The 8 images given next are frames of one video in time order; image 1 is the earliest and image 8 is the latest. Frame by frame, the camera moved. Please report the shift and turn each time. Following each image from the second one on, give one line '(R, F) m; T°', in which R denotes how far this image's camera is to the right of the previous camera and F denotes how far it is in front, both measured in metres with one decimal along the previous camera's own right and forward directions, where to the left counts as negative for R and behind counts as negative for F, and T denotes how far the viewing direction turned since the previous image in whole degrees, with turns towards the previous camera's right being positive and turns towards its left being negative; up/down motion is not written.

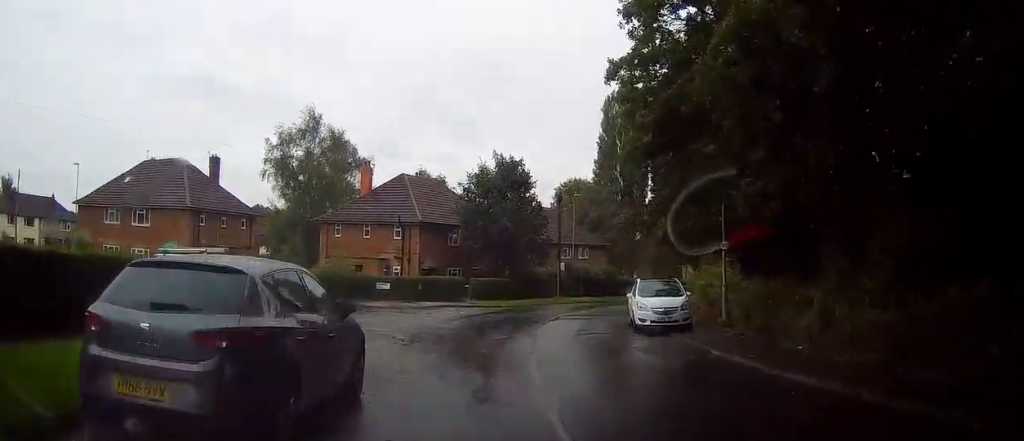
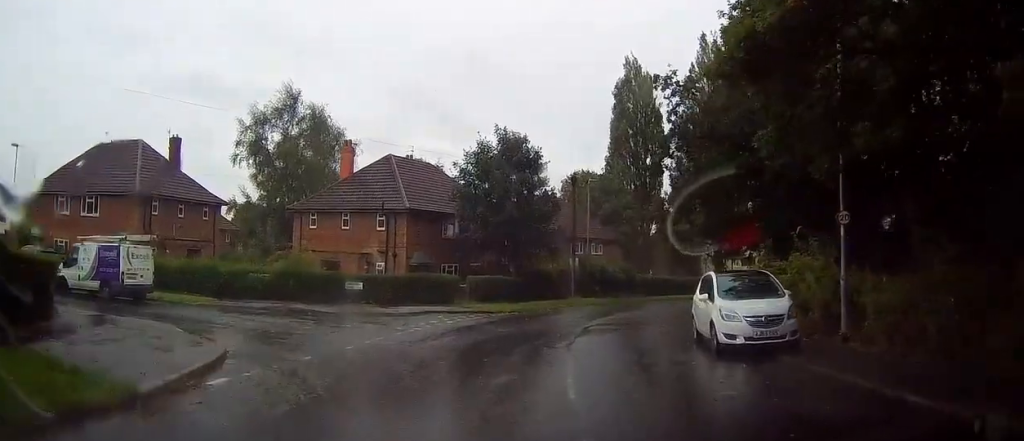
(+0.2, +7.6) m; +2°
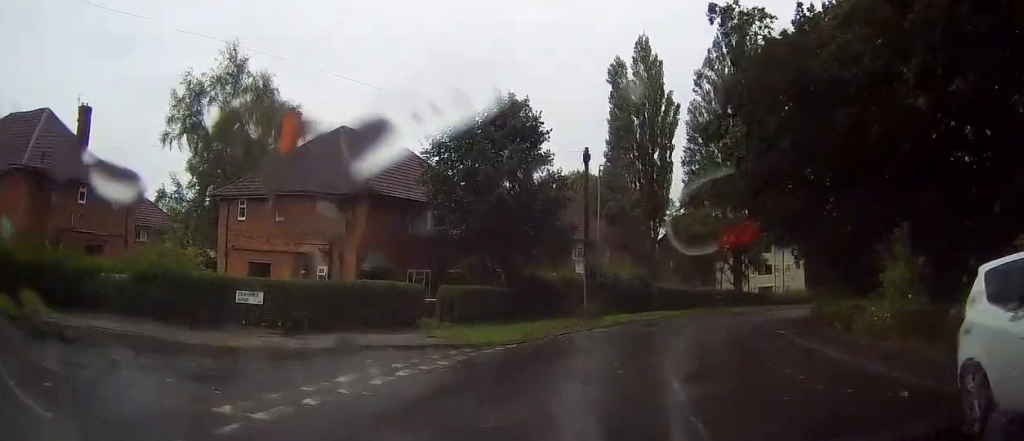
(0.0, +10.1) m; 0°
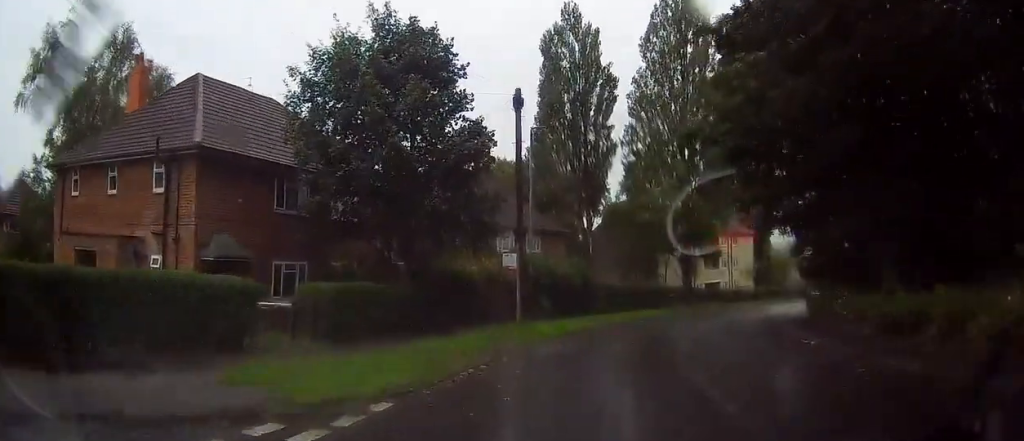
(+0.1, +8.3) m; +5°
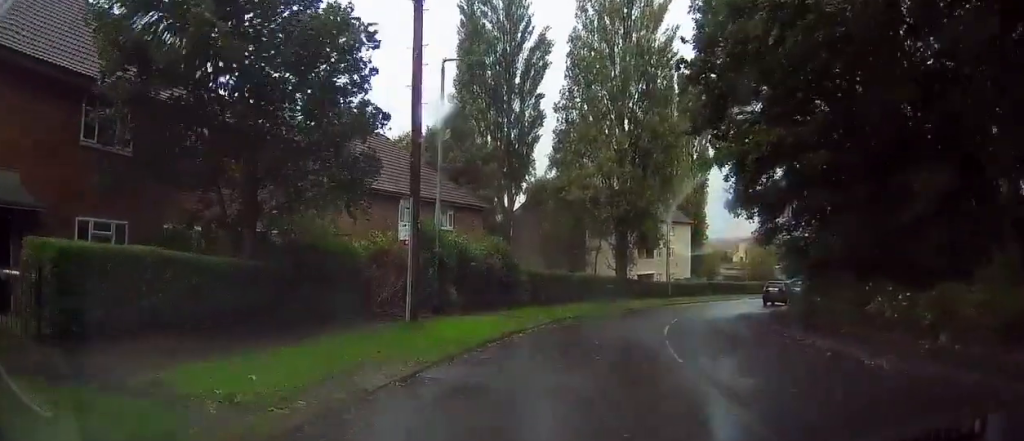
(+0.5, +7.1) m; +8°
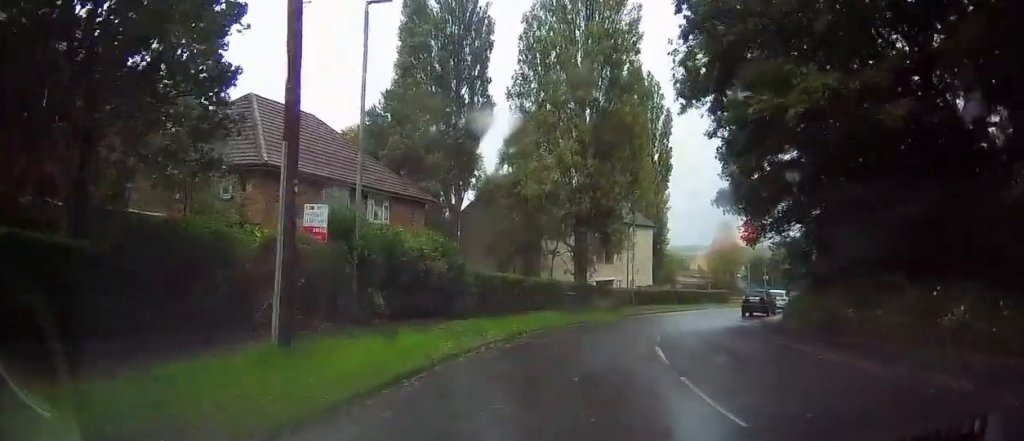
(+0.2, +4.9) m; +3°
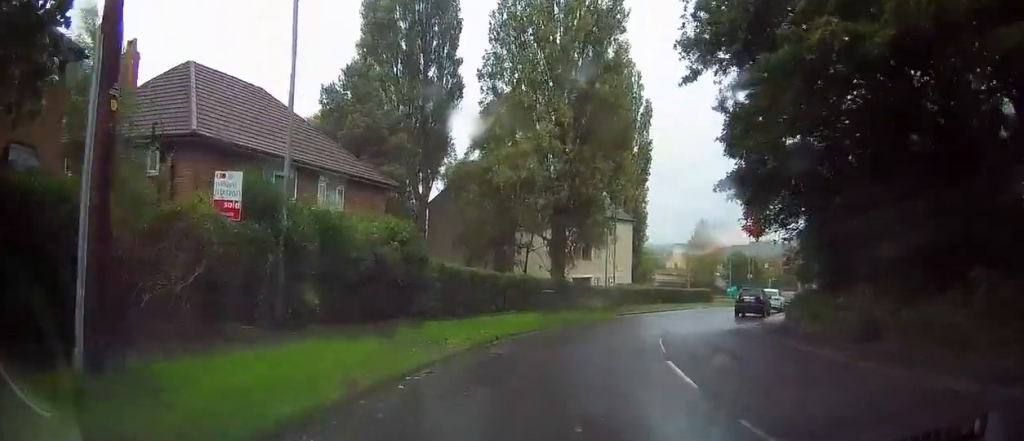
(0.0, +3.5) m; +1°
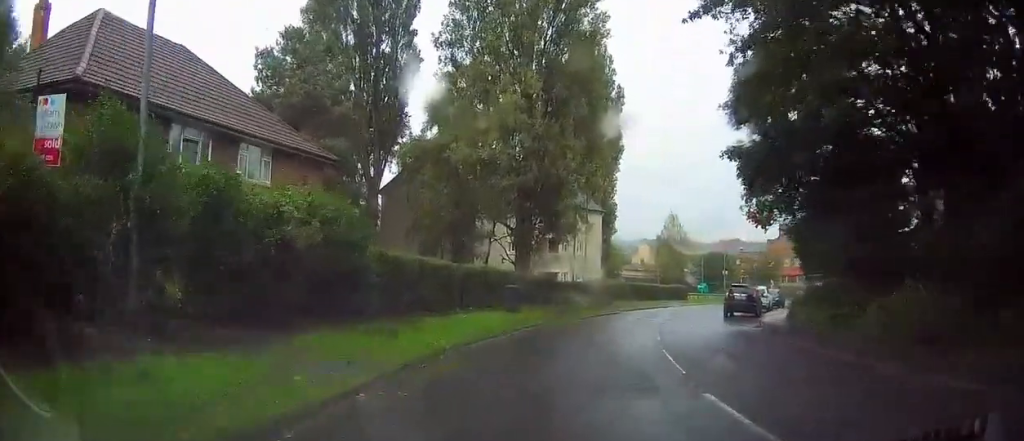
(+0.1, +4.3) m; +5°
